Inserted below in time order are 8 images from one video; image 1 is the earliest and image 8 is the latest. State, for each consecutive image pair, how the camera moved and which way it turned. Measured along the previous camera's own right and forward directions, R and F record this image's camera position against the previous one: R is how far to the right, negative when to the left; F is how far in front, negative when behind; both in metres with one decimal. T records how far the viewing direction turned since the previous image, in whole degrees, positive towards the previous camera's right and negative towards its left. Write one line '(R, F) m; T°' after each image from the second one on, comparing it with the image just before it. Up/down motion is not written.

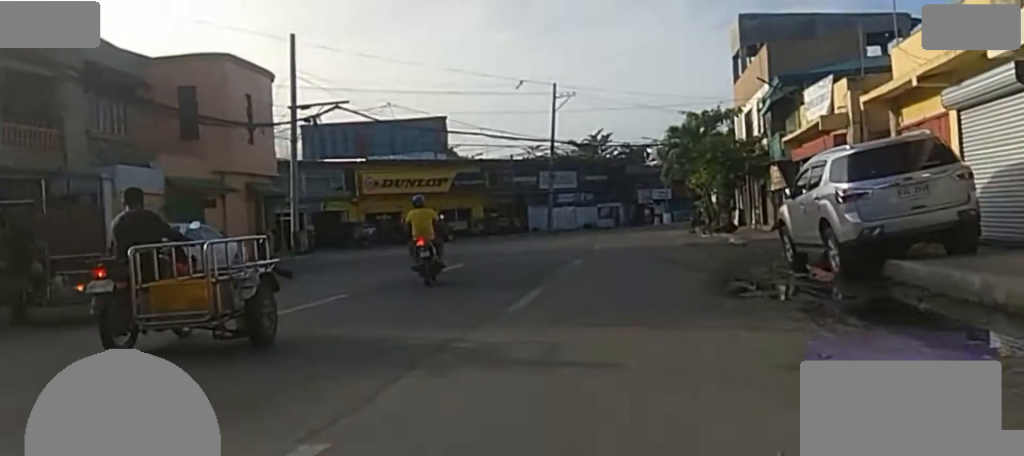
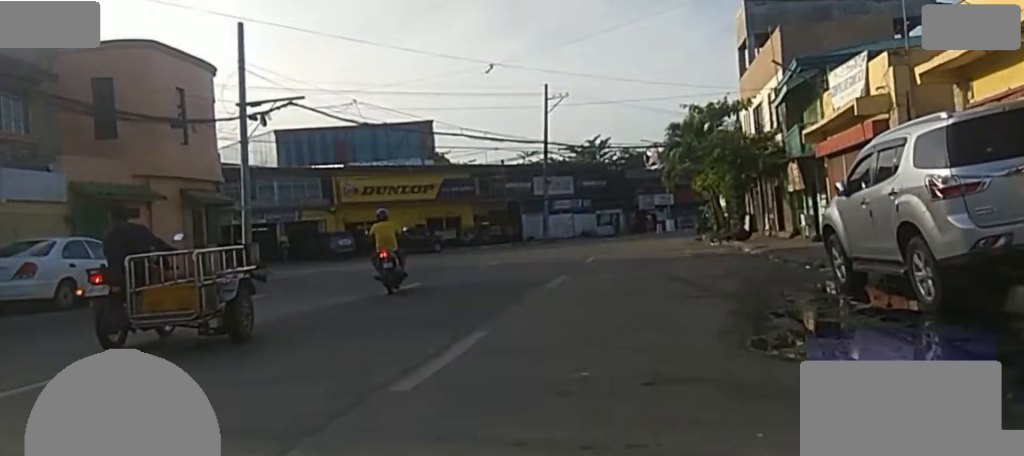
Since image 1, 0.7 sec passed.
(0.0, +4.7) m; 0°
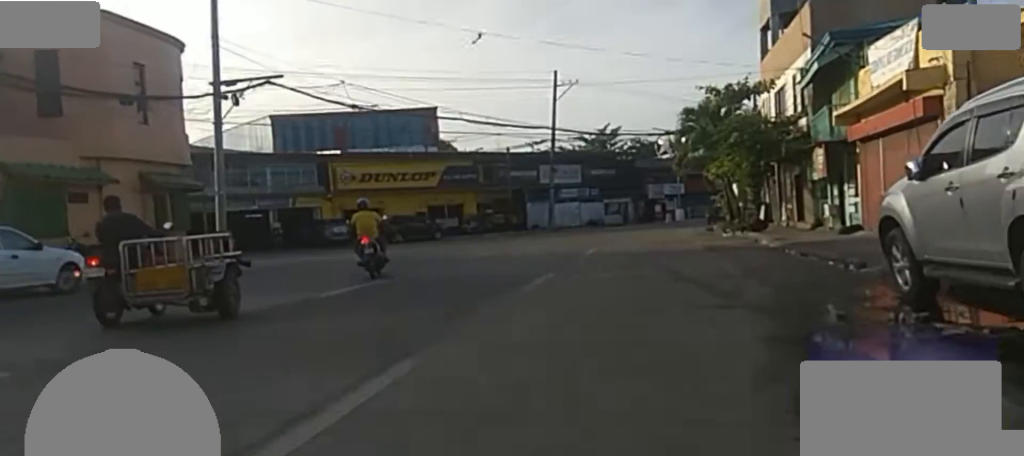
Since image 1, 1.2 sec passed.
(0.0, +3.0) m; 0°
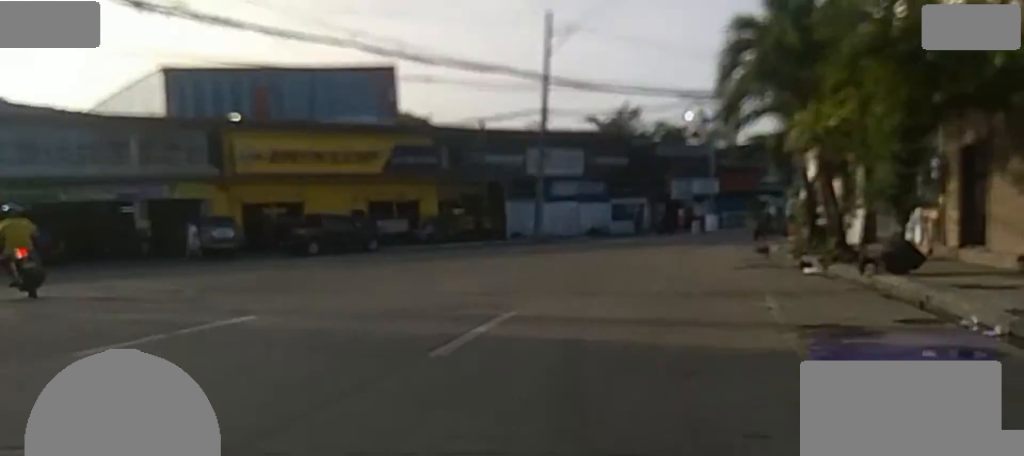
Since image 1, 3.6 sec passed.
(+1.5, +14.1) m; +10°
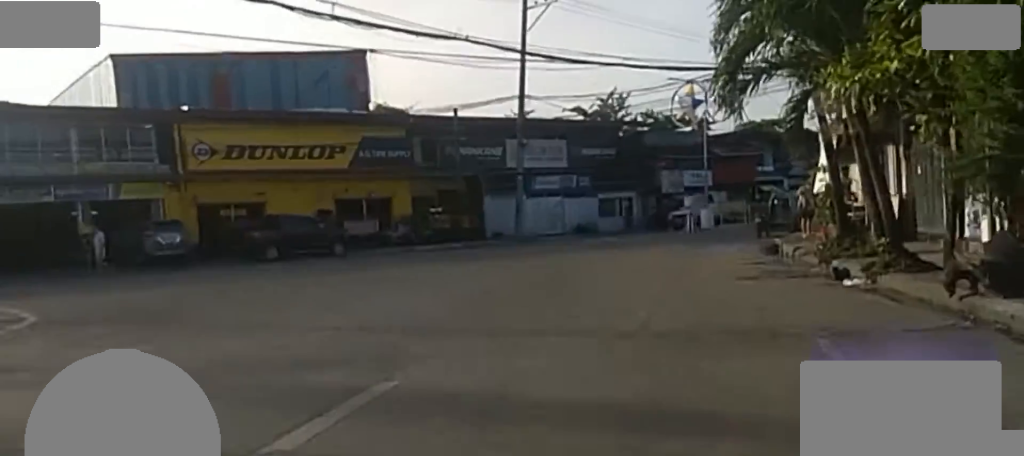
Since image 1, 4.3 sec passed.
(-0.2, +4.3) m; -2°
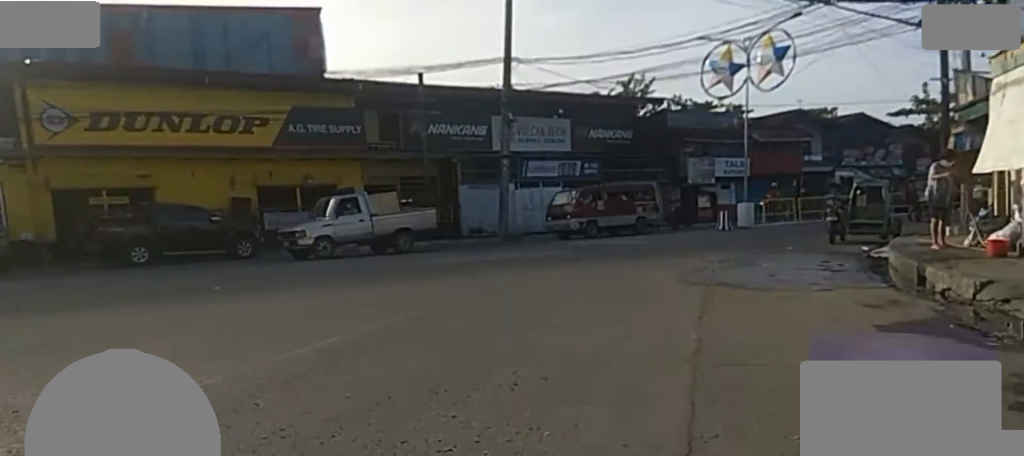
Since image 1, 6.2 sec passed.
(+1.0, +11.4) m; +10°
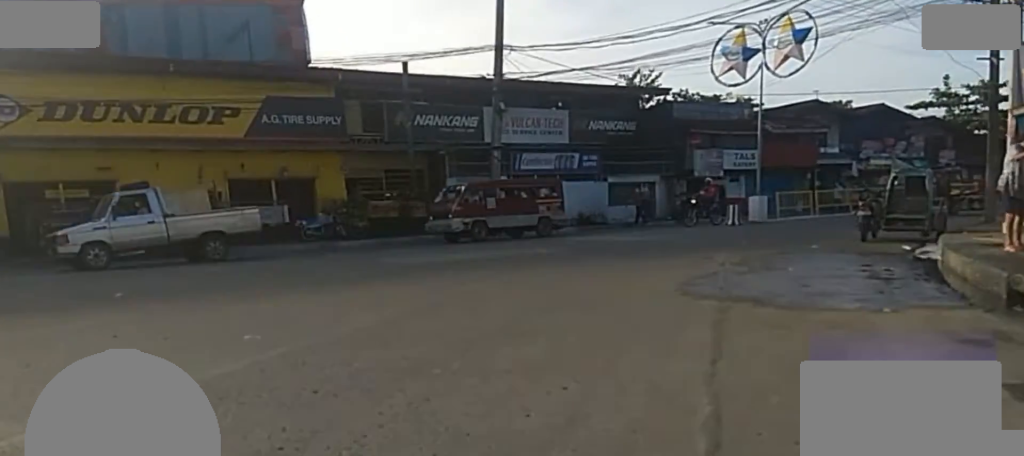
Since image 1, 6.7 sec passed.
(0.0, +2.9) m; -3°
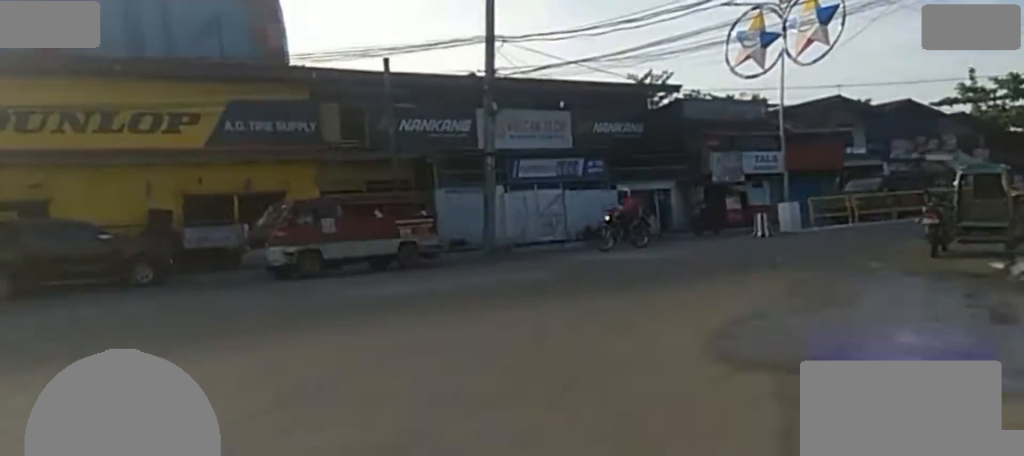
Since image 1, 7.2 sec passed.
(+0.2, +3.1) m; -5°
